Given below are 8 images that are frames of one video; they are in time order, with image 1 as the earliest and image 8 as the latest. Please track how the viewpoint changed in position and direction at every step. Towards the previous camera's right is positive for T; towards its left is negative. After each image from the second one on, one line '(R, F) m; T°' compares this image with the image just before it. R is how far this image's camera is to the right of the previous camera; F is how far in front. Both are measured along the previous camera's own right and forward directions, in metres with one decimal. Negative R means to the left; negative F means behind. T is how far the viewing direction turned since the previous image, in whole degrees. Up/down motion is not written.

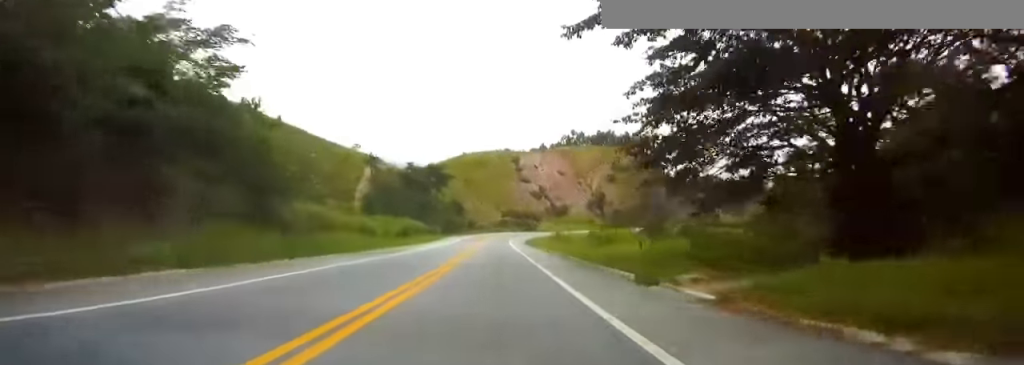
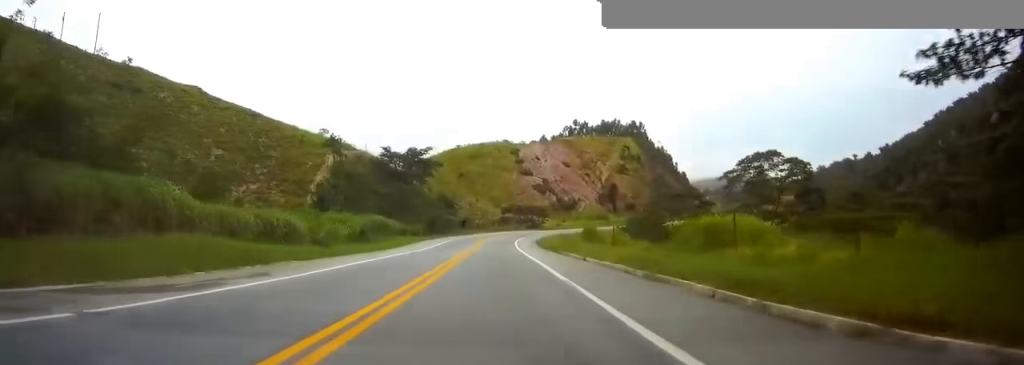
(0.0, +28.3) m; 0°
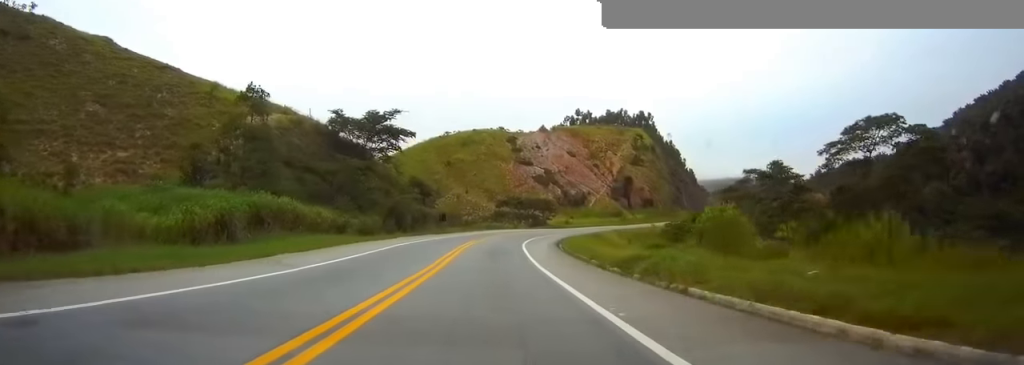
(-0.1, +33.5) m; 0°
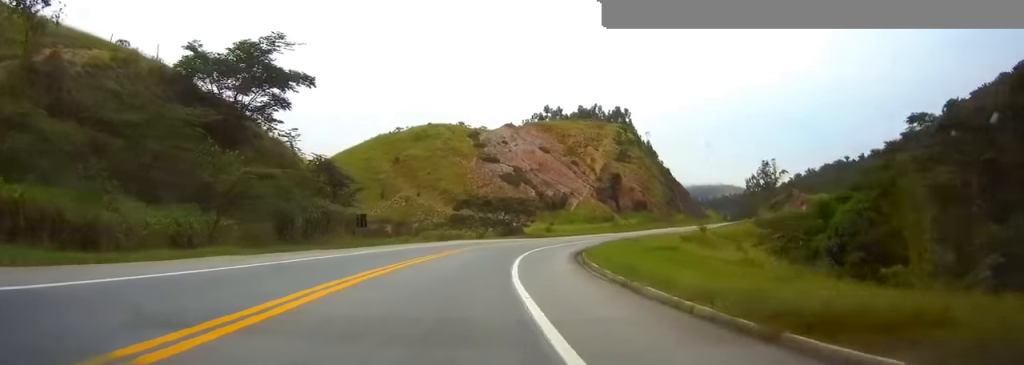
(+0.8, +33.5) m; +5°
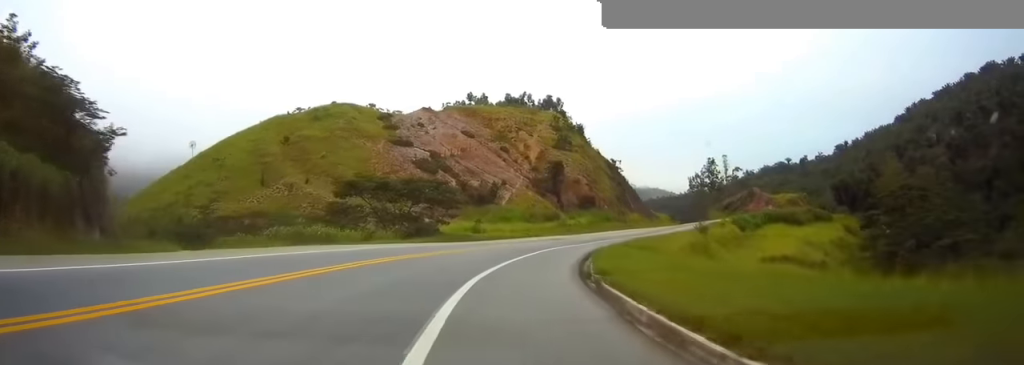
(+1.7, +30.0) m; +5°
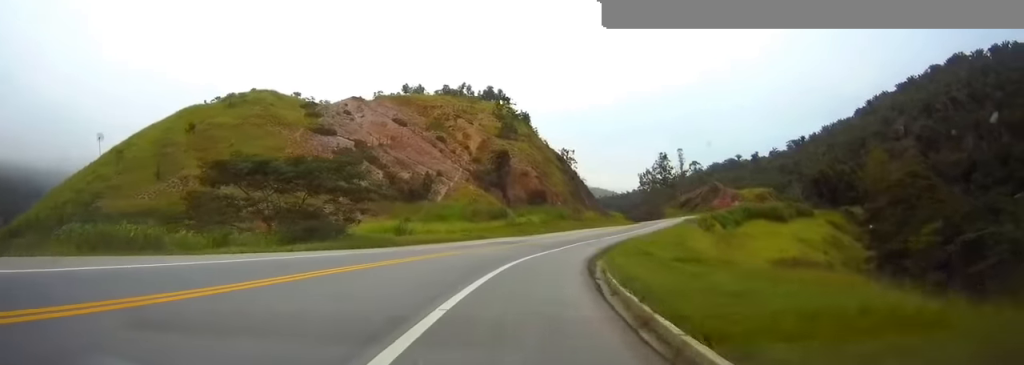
(-0.5, +17.7) m; +4°
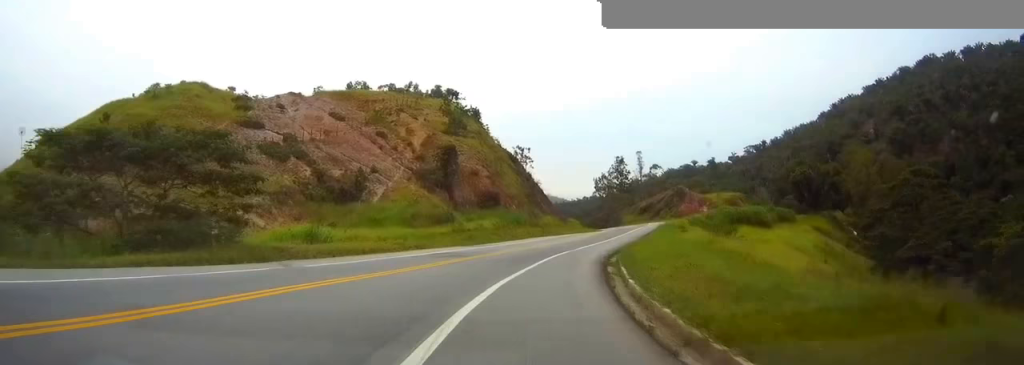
(+1.3, +13.1) m; +6°
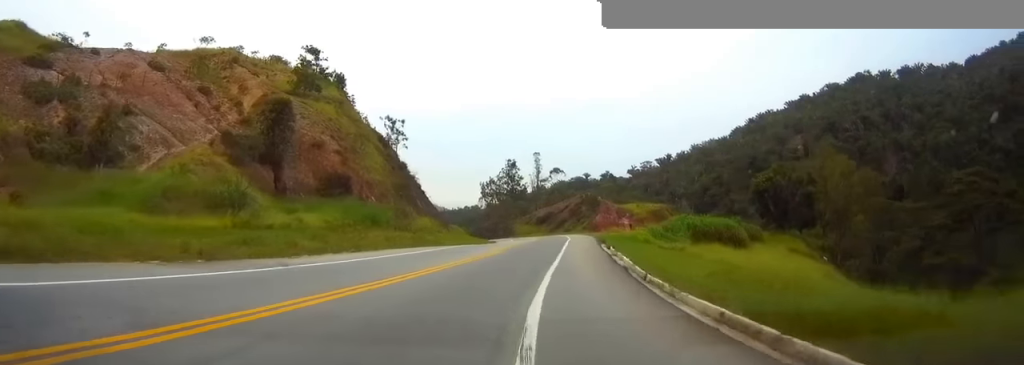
(+4.1, +32.5) m; +10°
